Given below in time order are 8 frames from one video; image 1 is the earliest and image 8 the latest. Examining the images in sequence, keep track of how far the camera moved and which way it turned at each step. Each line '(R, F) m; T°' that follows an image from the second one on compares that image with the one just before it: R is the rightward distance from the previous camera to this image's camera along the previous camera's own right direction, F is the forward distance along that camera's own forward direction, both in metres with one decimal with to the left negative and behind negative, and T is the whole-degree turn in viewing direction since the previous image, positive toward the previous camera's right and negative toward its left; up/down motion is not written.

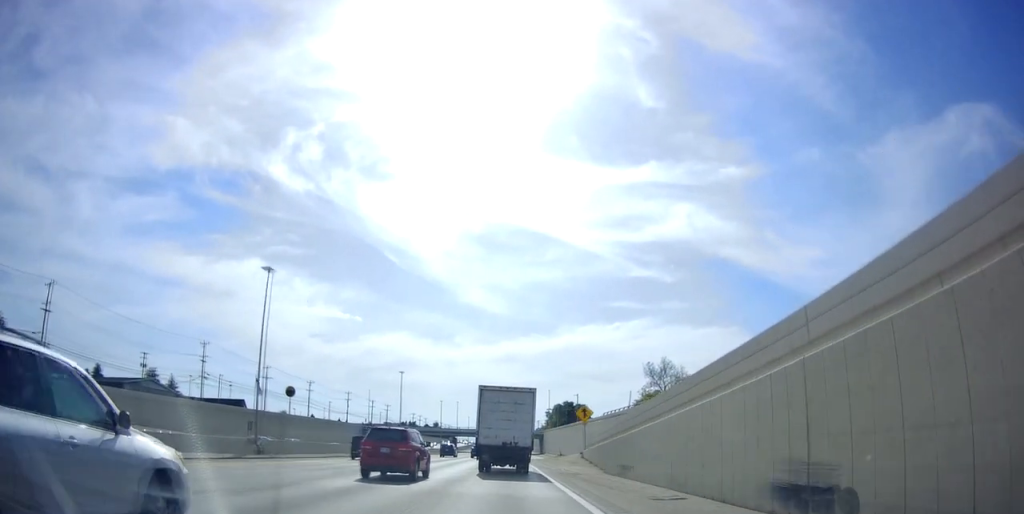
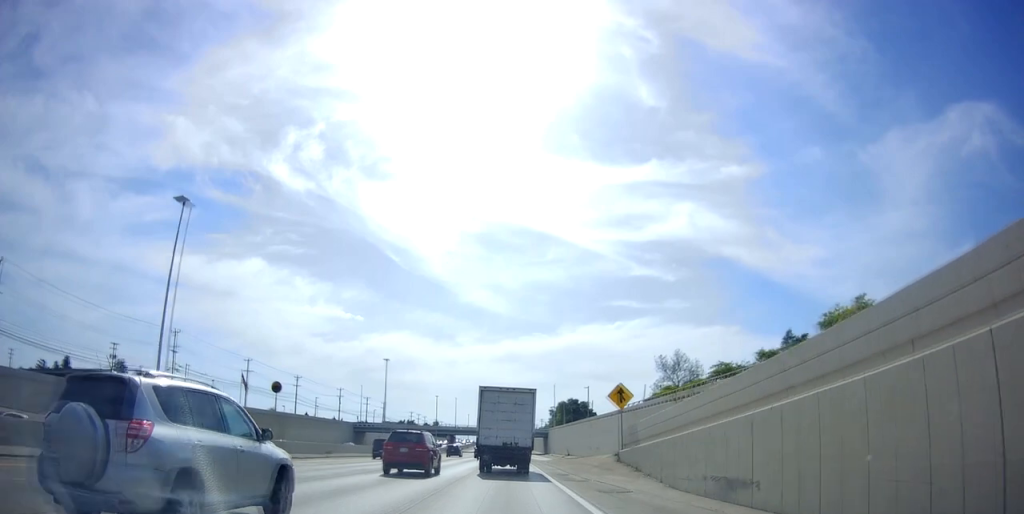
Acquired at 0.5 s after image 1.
(0.0, +12.9) m; 0°
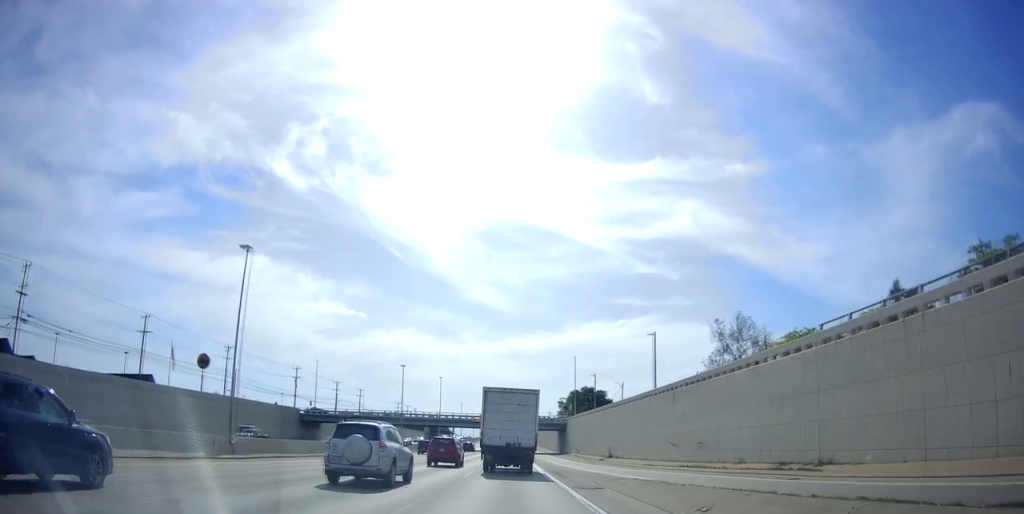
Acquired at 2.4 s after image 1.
(-0.6, +45.3) m; -1°
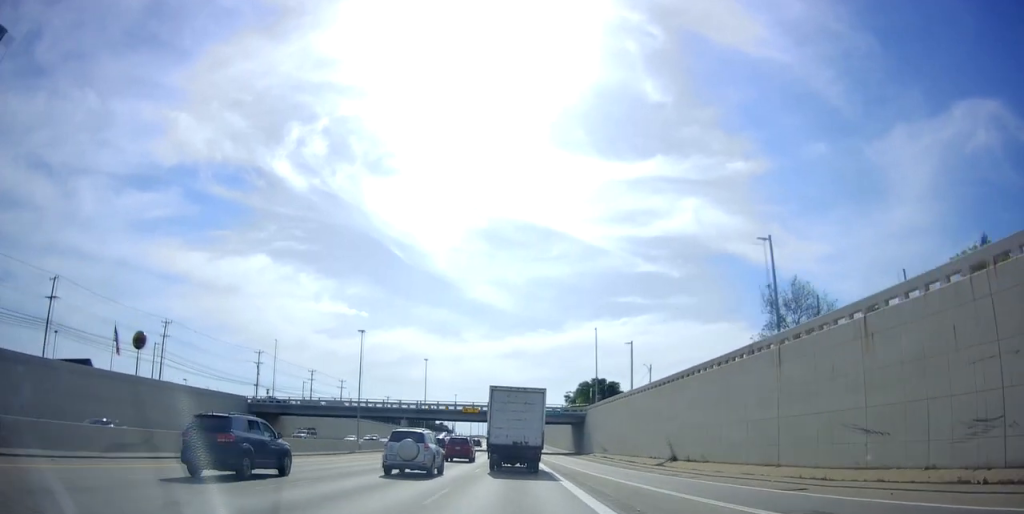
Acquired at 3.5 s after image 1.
(+0.1, +26.2) m; +1°
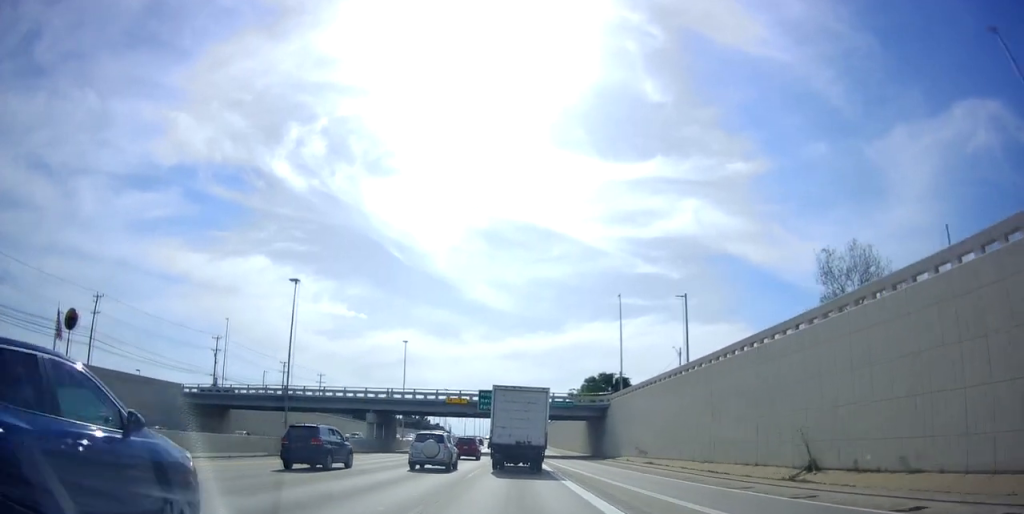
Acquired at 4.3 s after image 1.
(+0.2, +20.6) m; 0°
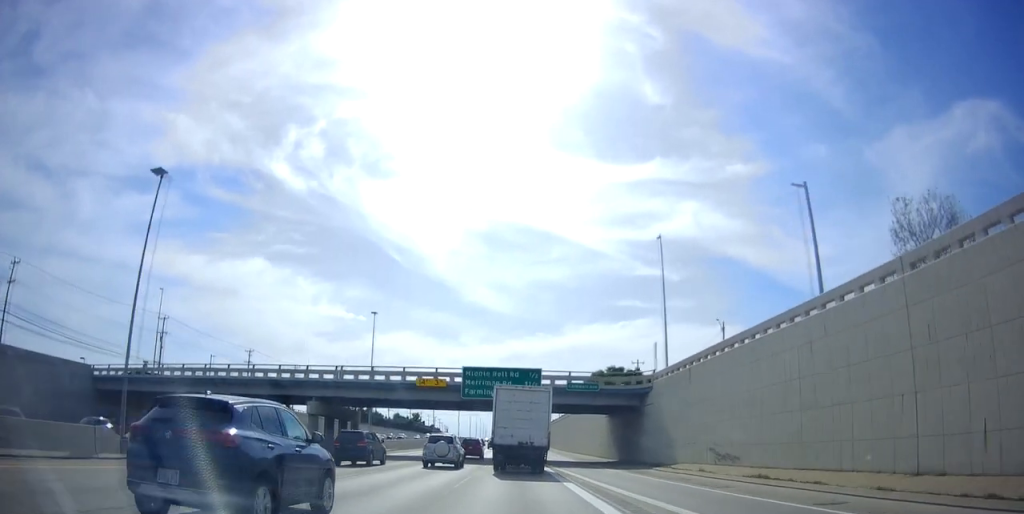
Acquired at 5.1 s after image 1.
(-0.1, +19.9) m; -1°
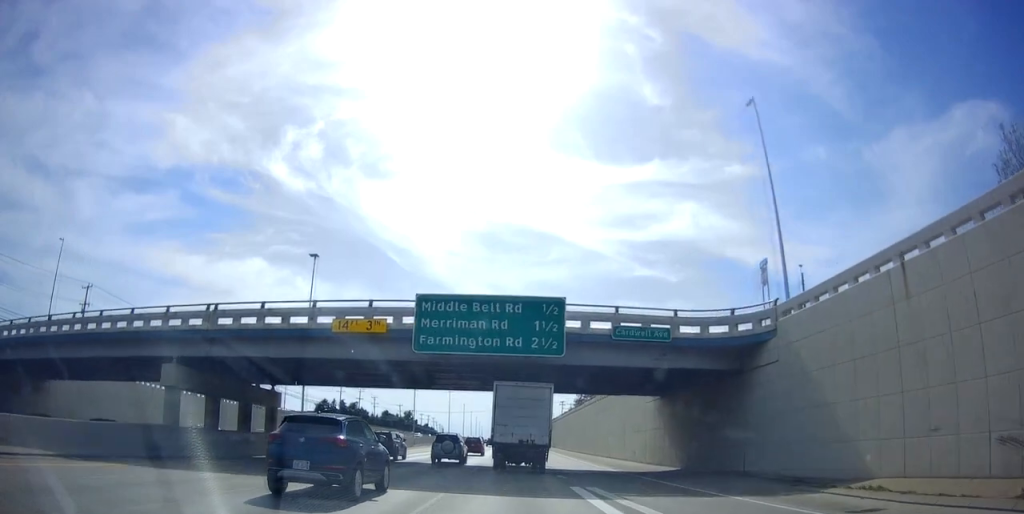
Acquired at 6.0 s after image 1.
(-0.3, +21.8) m; 0°
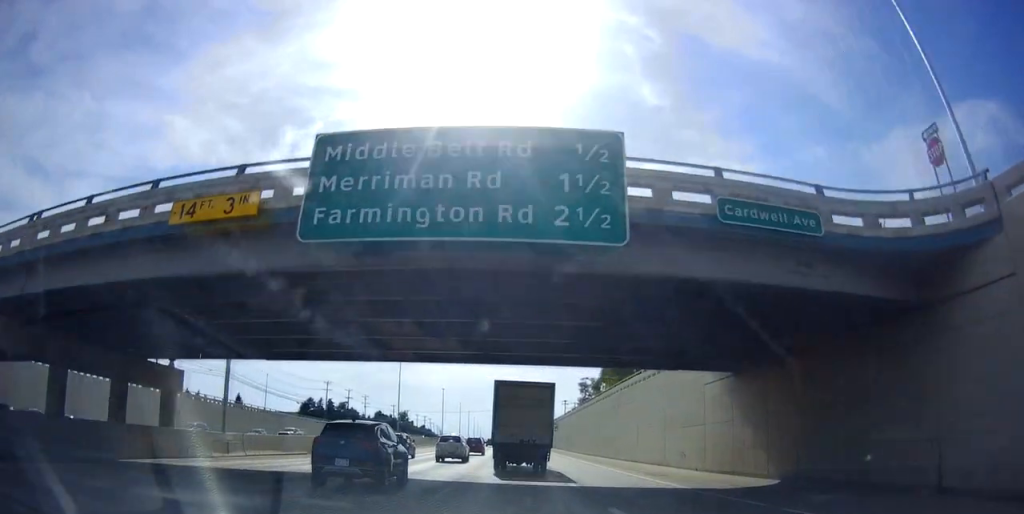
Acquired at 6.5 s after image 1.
(+0.3, +13.6) m; 0°
